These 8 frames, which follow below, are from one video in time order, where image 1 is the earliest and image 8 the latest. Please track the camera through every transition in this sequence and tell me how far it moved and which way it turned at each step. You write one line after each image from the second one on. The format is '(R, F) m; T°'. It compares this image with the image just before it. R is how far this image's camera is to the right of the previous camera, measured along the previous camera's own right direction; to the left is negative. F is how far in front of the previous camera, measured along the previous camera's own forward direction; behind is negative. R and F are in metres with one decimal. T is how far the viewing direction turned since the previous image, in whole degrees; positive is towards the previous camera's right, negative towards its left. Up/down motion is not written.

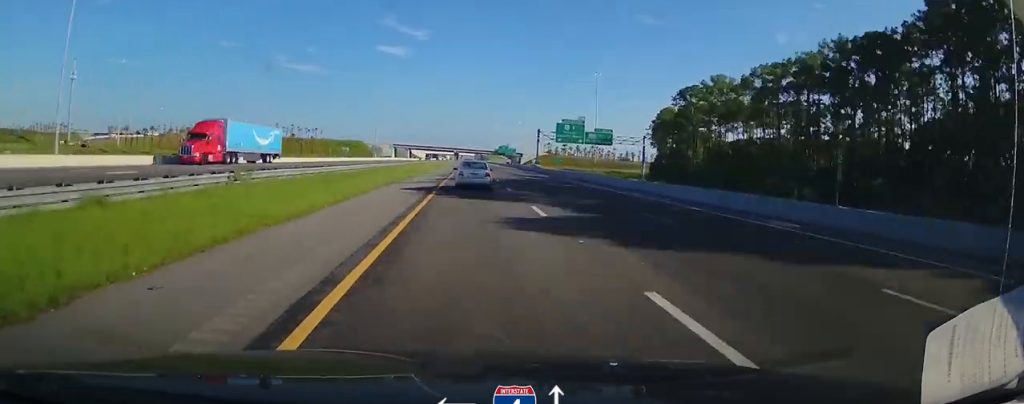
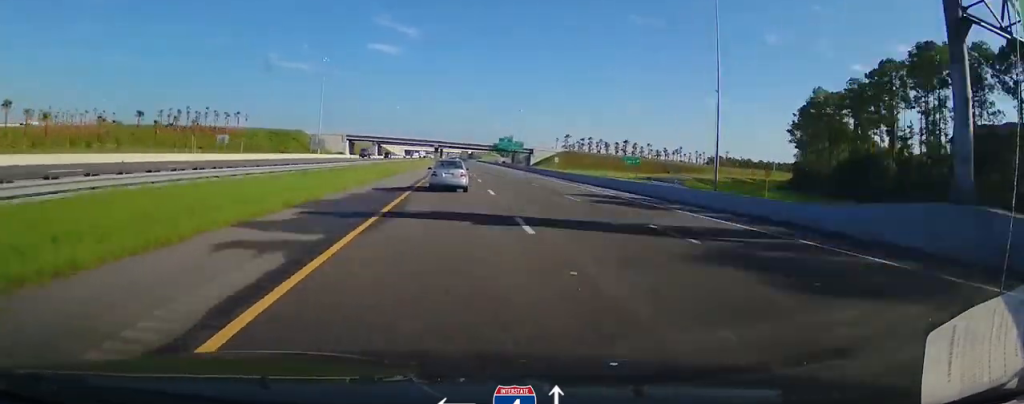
(+0.2, +85.7) m; 0°
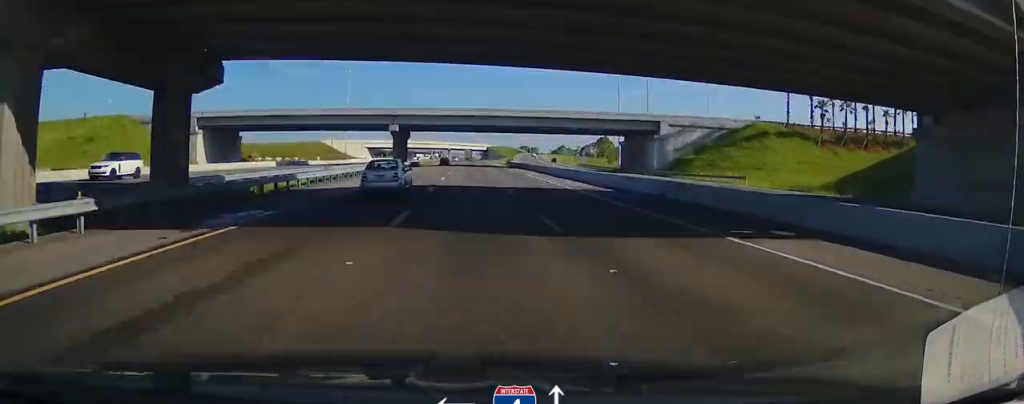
(+0.4, +198.6) m; 0°
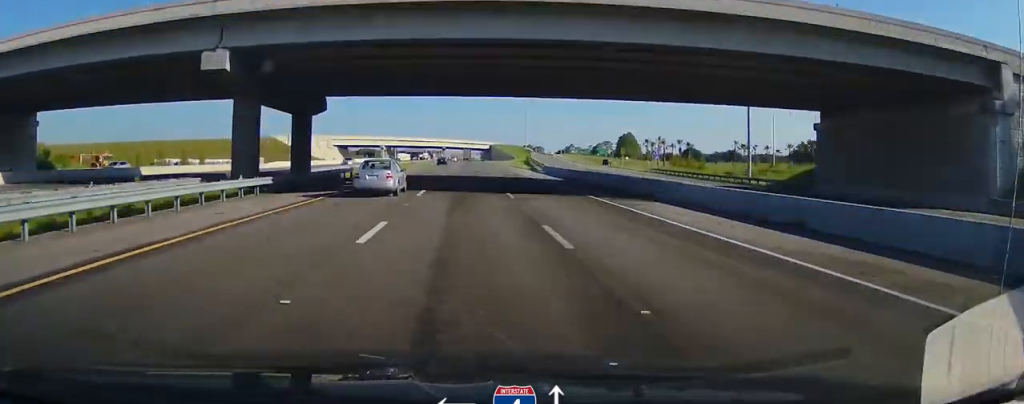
(0.0, +59.2) m; 0°
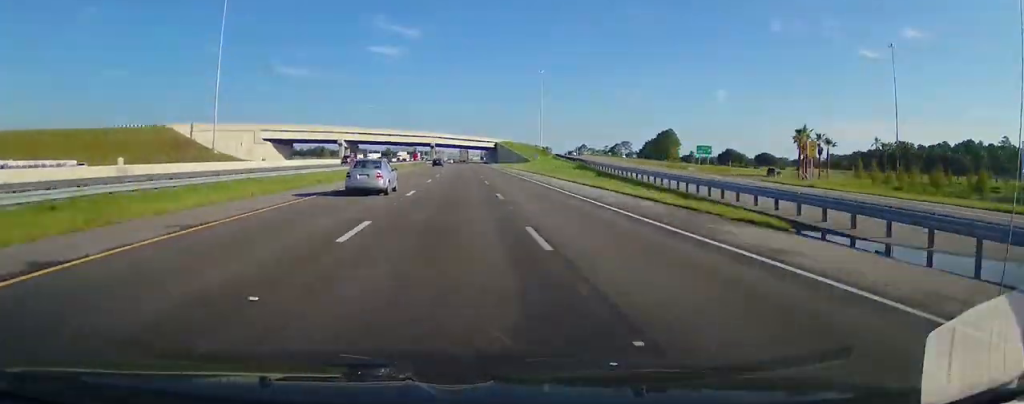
(-0.6, +69.6) m; 0°
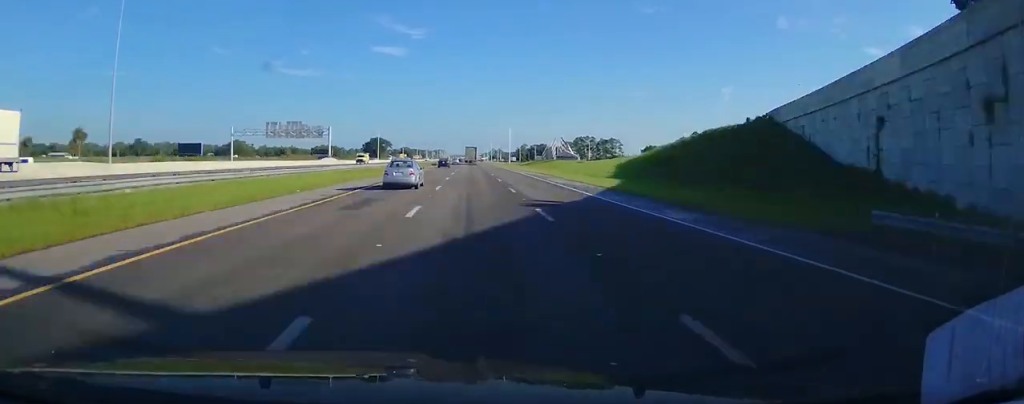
(+0.1, +254.1) m; 0°
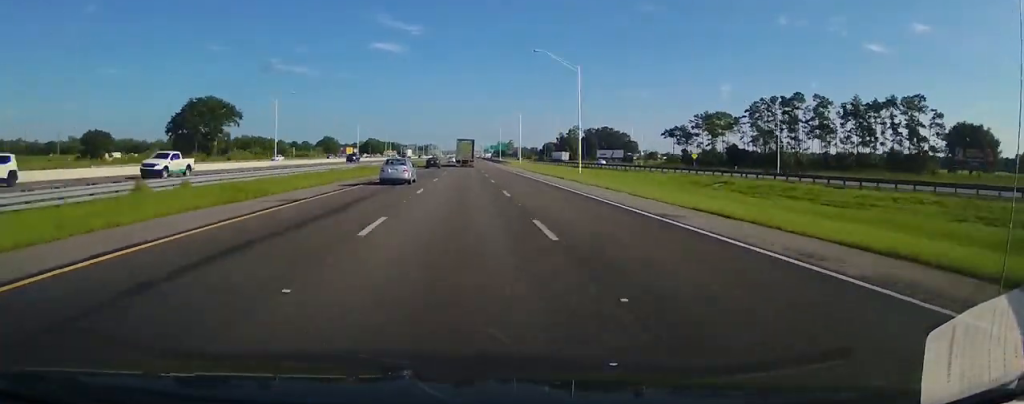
(0.0, +251.7) m; 0°
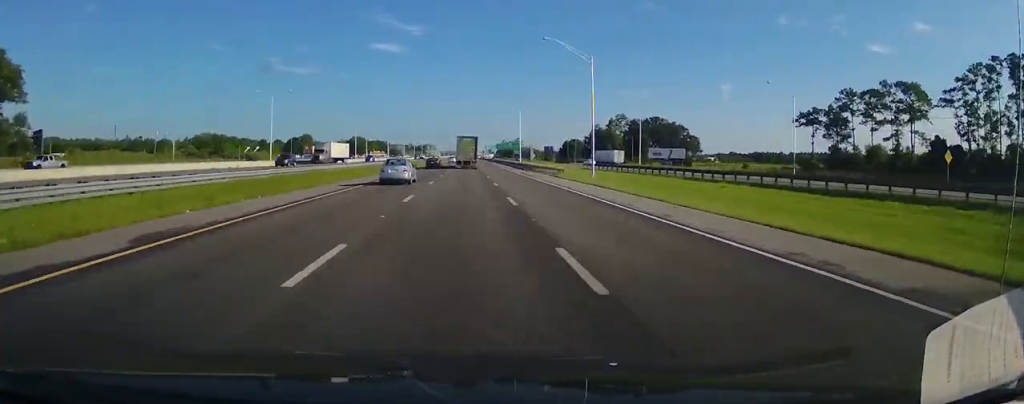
(-0.3, +75.3) m; 0°
